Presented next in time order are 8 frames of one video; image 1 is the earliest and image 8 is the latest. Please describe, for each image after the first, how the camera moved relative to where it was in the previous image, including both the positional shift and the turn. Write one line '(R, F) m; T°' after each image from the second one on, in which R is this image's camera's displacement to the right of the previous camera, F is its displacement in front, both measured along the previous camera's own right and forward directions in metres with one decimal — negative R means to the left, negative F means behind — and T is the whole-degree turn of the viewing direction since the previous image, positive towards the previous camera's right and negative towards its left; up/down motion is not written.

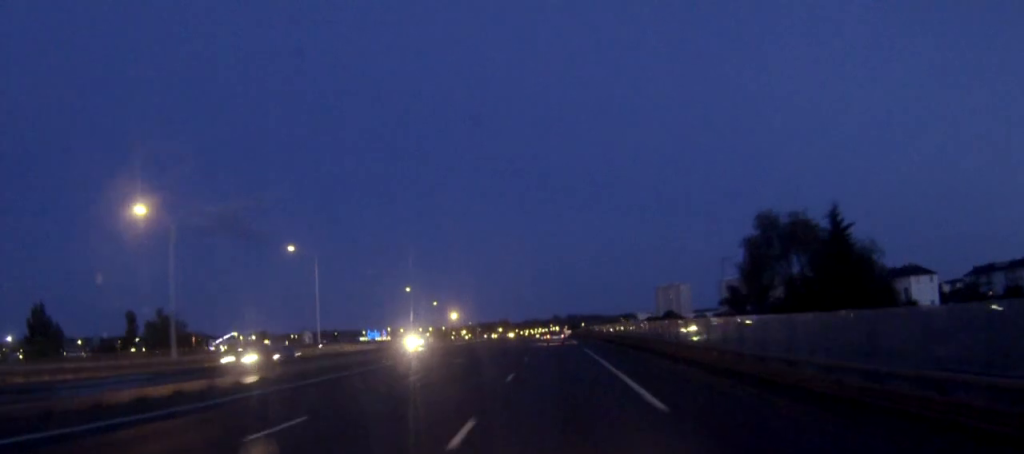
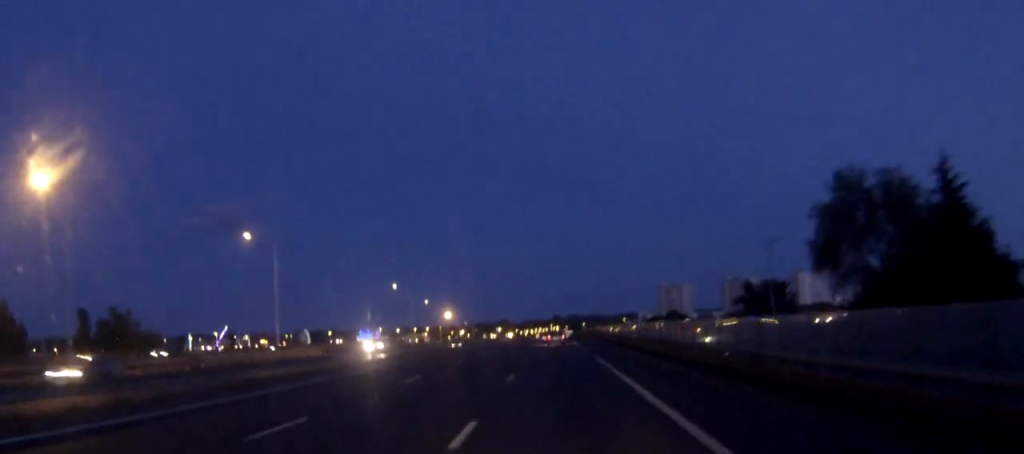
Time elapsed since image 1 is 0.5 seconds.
(0.0, +12.9) m; 0°
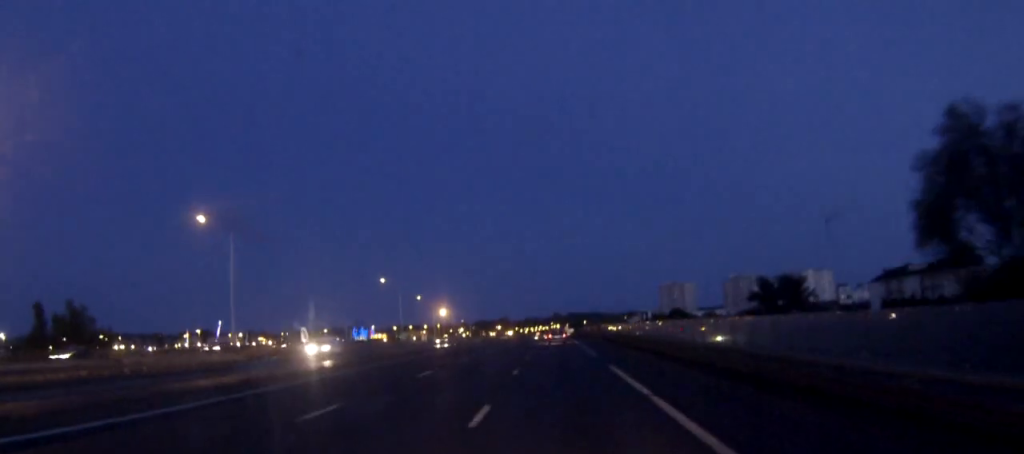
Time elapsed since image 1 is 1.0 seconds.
(0.0, +10.5) m; 0°
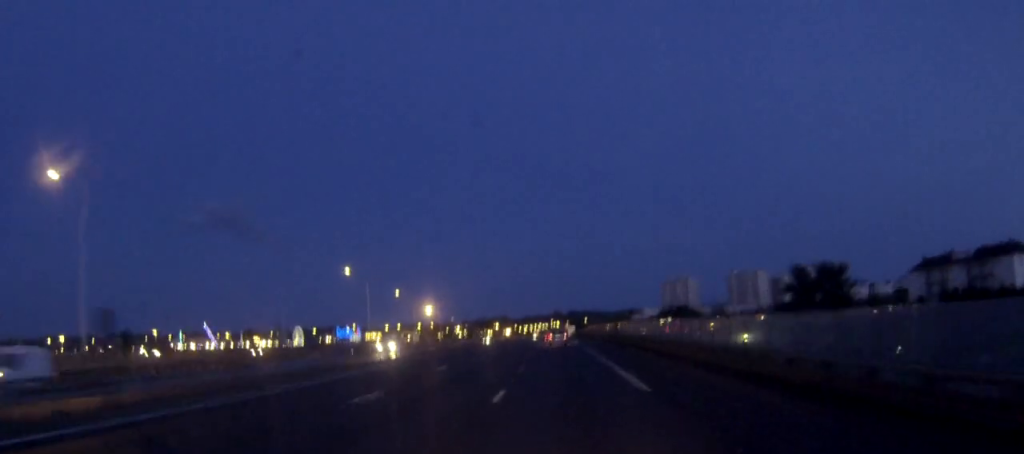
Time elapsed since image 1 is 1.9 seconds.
(0.0, +21.9) m; 0°
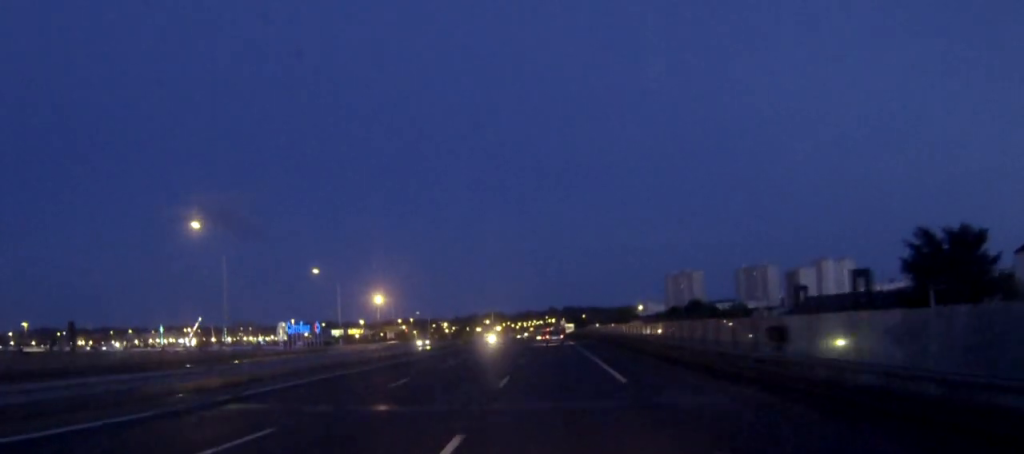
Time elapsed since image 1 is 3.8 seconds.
(0.0, +46.9) m; 0°
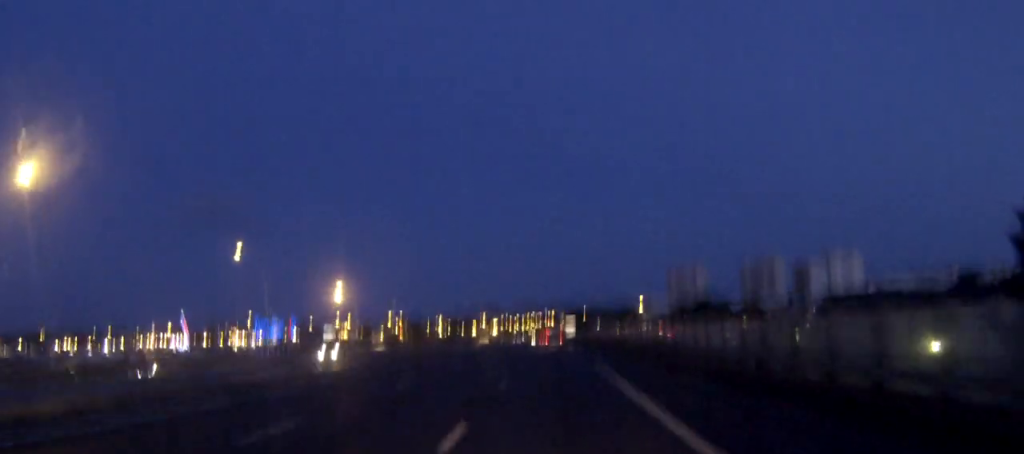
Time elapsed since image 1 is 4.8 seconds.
(0.0, +24.1) m; 0°
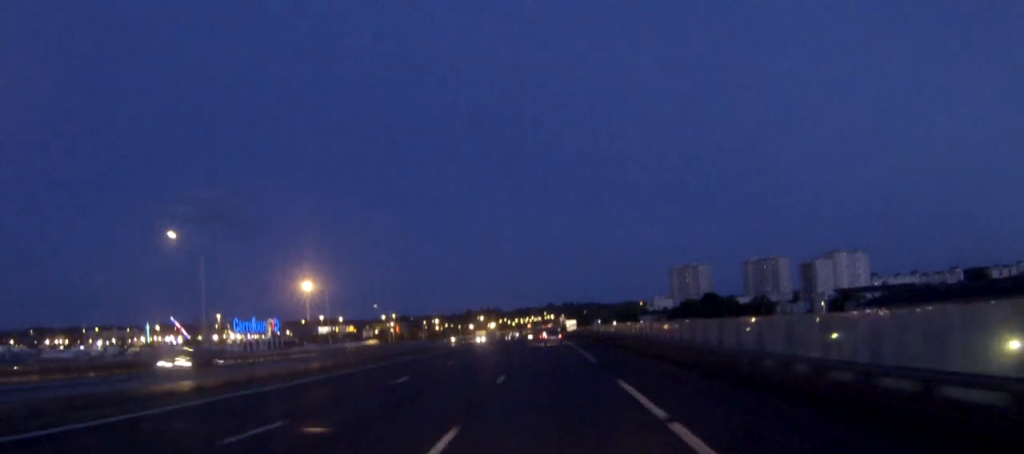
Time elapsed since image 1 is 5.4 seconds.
(0.0, +13.6) m; 0°
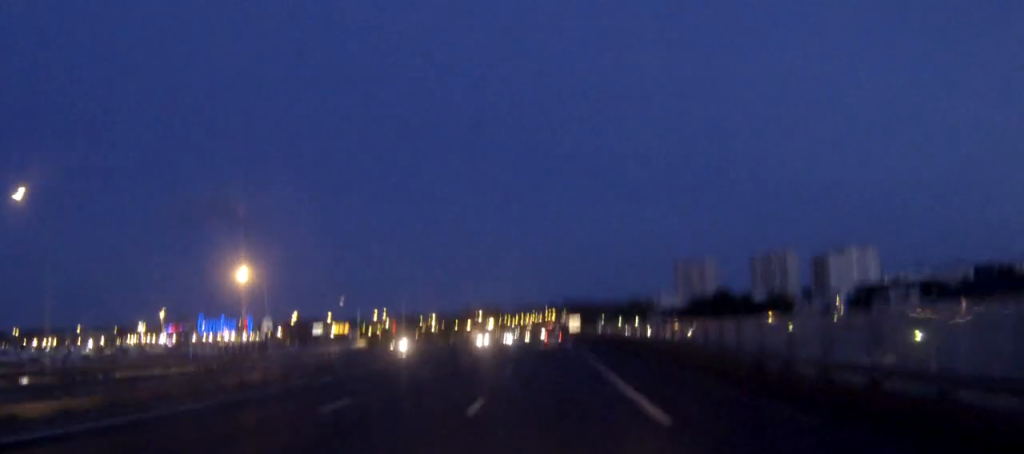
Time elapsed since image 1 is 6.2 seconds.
(0.0, +20.7) m; 0°
